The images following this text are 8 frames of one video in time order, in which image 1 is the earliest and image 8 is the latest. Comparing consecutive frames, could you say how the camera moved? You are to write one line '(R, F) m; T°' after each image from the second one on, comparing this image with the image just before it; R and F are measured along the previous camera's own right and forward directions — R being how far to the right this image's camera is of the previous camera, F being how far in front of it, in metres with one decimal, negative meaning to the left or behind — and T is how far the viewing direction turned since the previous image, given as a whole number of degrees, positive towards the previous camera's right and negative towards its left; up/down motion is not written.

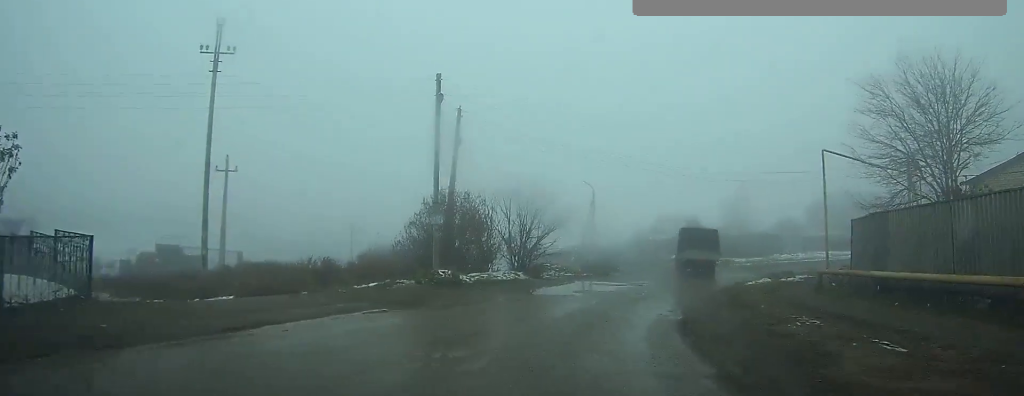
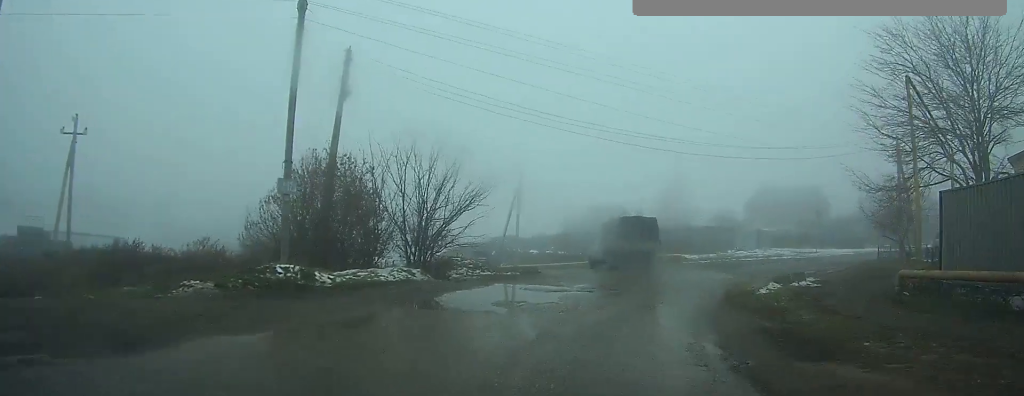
(+0.5, +7.3) m; +9°
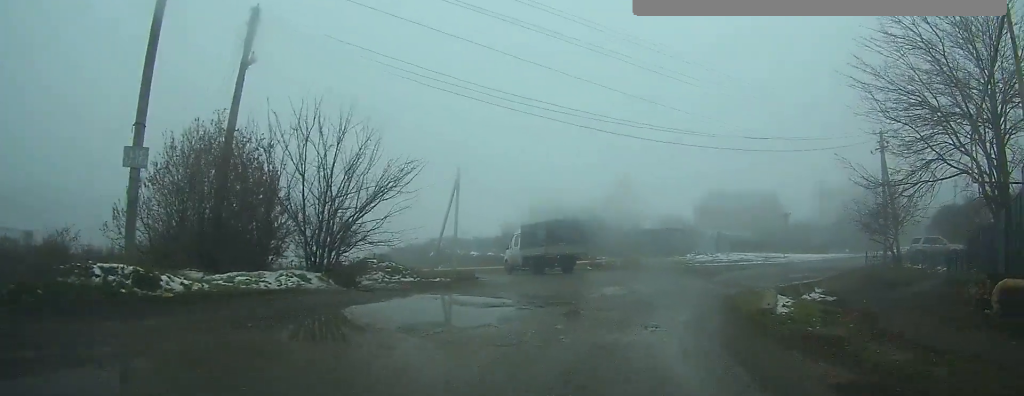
(+0.3, +4.5) m; +3°
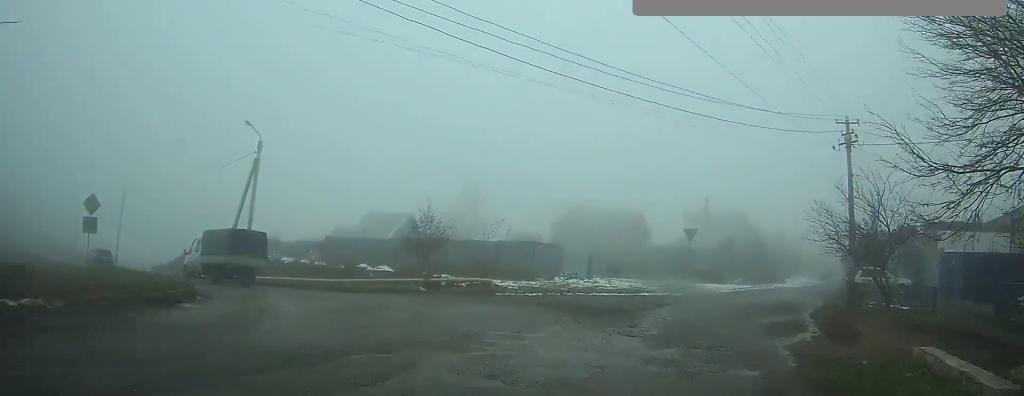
(+0.7, +11.0) m; +7°
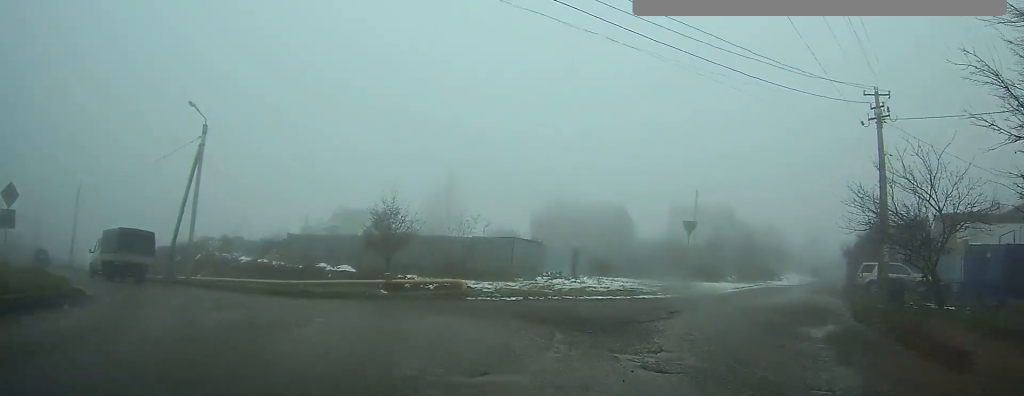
(+0.2, +4.1) m; 0°
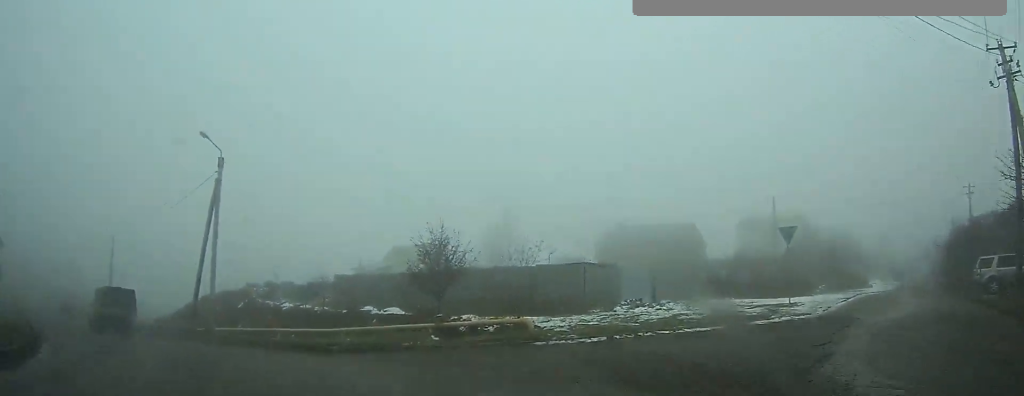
(-0.2, +4.9) m; -9°
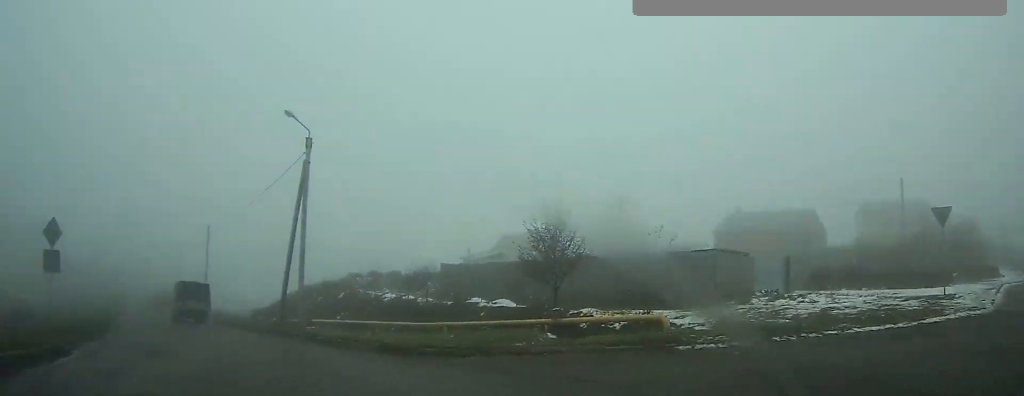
(-0.2, +3.2) m; -6°
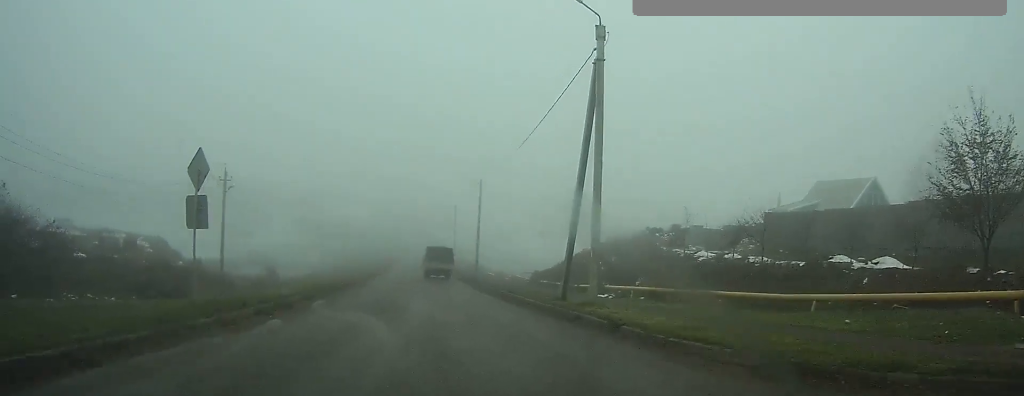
(-1.1, +8.3) m; -12°
